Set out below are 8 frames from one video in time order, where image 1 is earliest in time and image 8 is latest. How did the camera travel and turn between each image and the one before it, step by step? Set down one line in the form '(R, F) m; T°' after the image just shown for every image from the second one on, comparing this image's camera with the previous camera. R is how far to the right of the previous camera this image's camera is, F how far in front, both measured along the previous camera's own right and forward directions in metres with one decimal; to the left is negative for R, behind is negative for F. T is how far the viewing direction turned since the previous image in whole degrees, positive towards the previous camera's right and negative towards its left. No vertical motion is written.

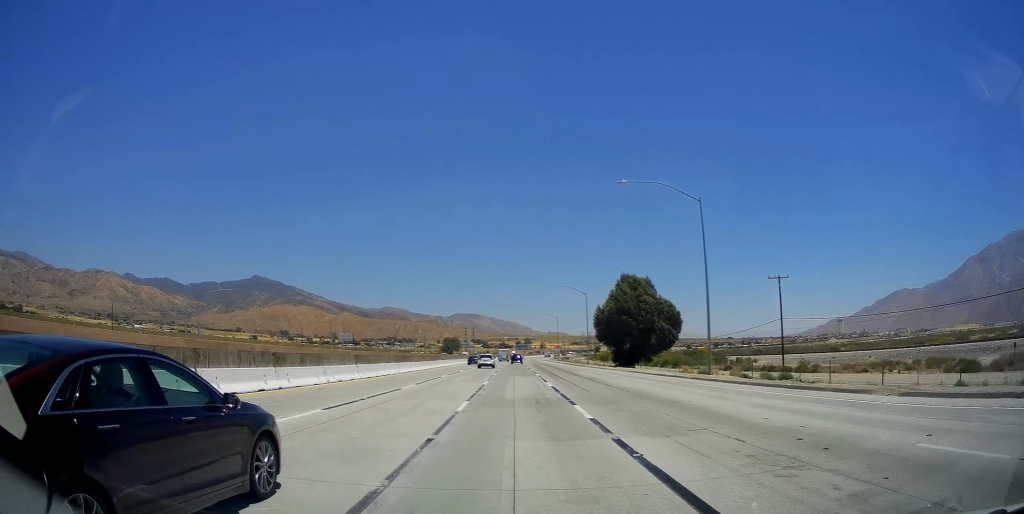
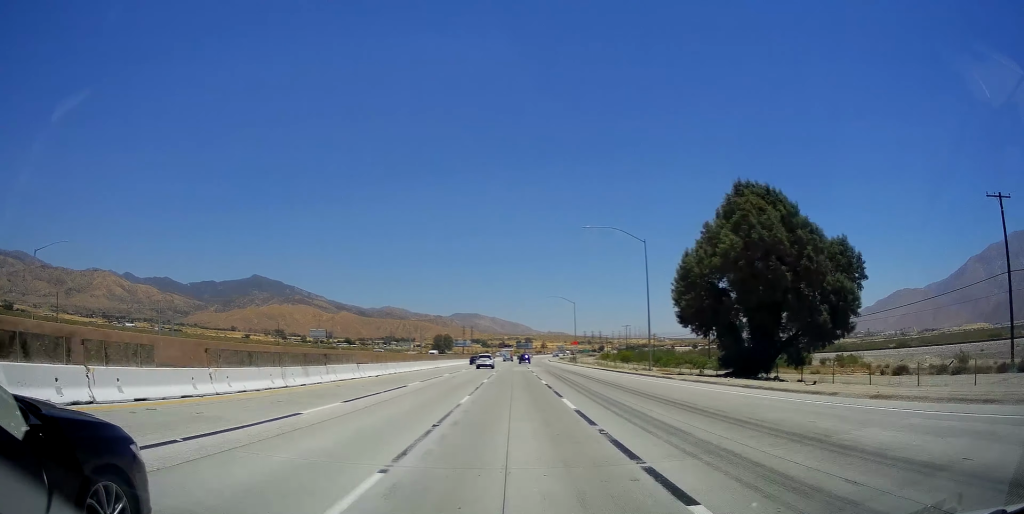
(-0.2, +35.9) m; 0°
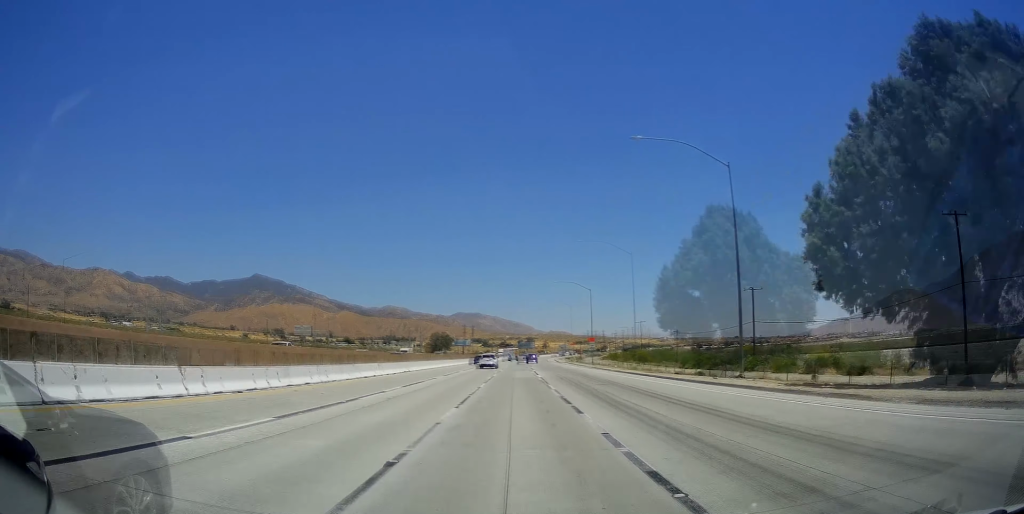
(0.0, +17.1) m; 0°
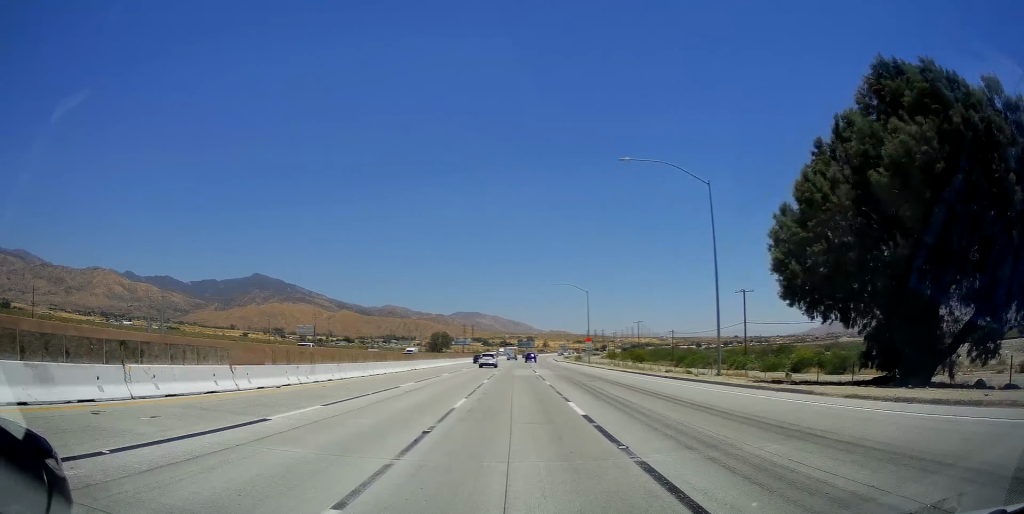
(0.0, +24.0) m; 0°
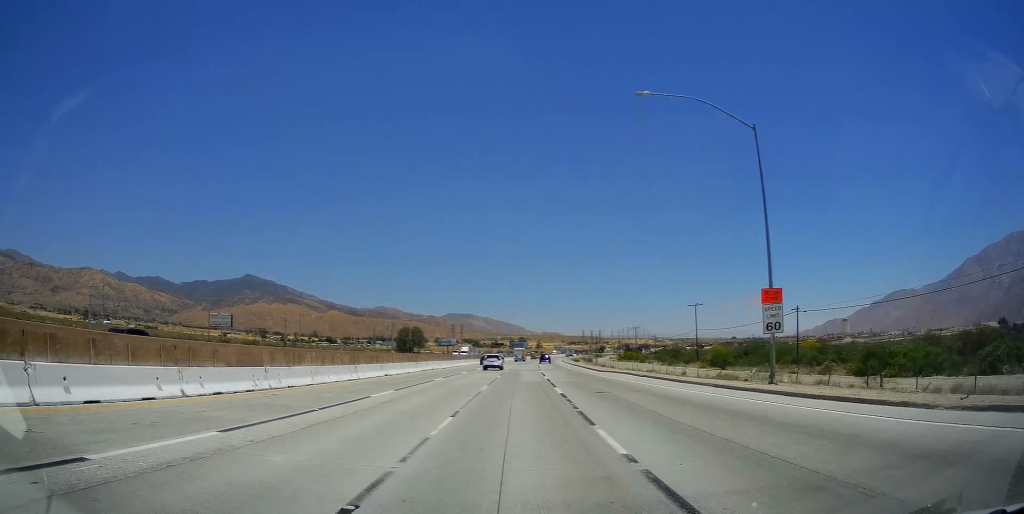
(+0.3, +58.9) m; +1°
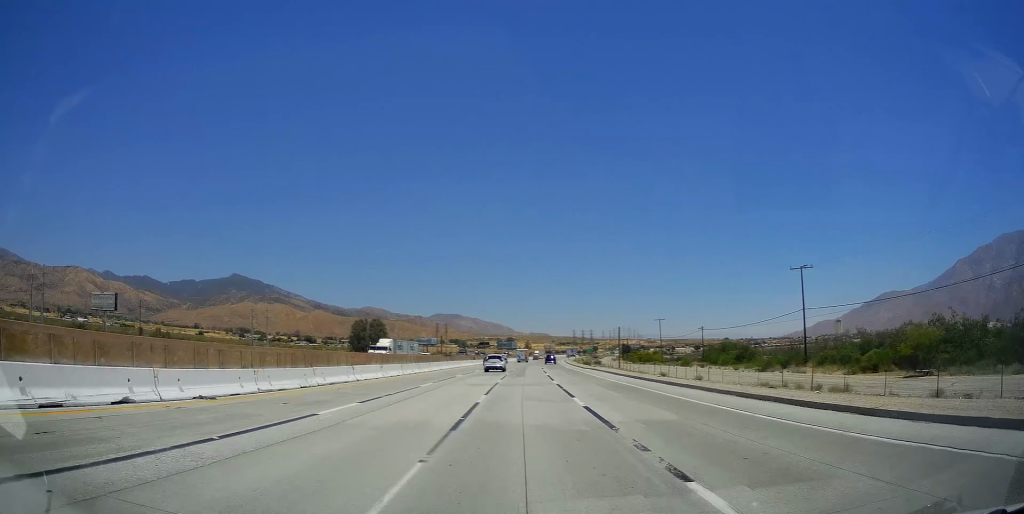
(+0.3, +49.1) m; +1°
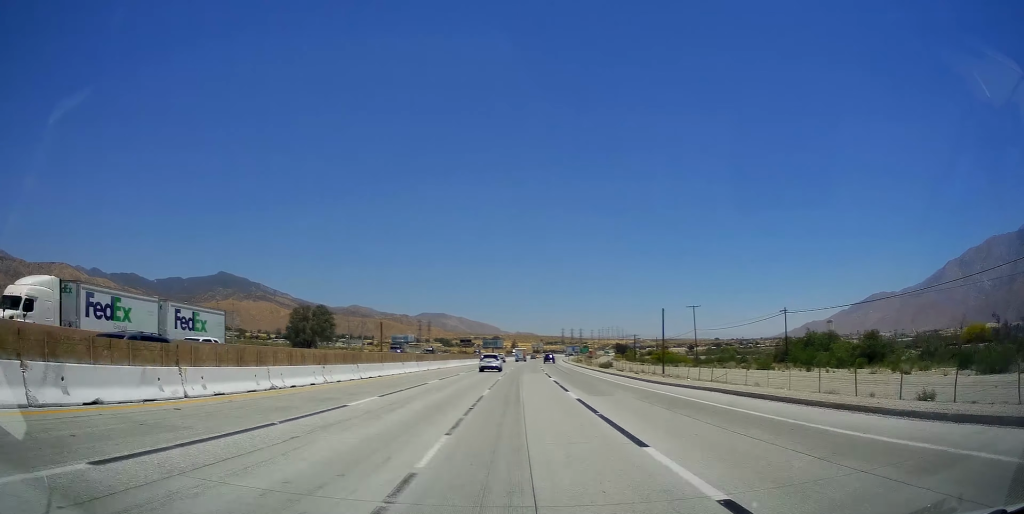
(+0.5, +38.3) m; +1°
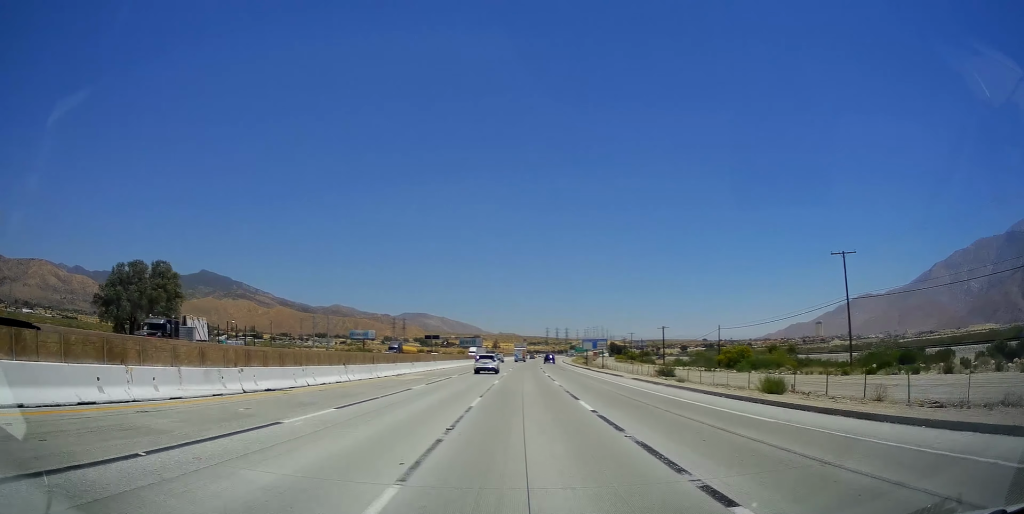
(+0.6, +61.6) m; +2°
